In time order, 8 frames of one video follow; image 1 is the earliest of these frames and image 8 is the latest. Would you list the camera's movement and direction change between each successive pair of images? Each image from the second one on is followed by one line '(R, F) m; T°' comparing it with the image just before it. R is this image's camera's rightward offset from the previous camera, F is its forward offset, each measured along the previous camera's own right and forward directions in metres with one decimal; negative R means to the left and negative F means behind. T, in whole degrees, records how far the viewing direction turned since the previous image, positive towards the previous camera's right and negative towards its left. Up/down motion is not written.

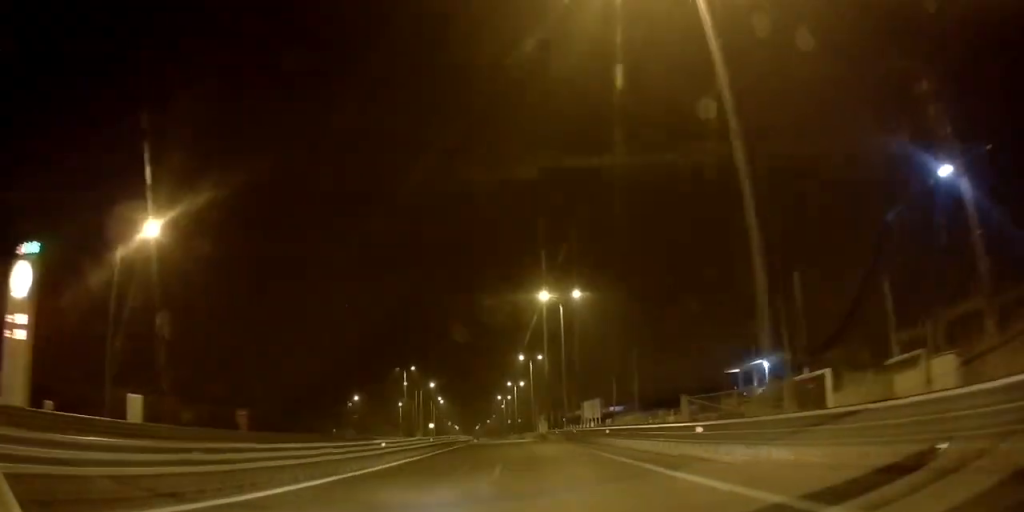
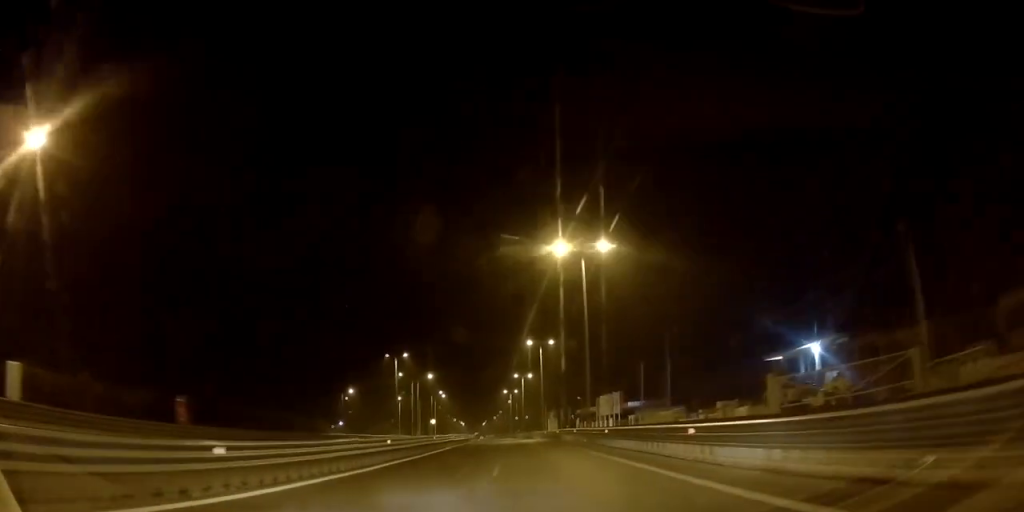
(-0.2, +12.8) m; -1°
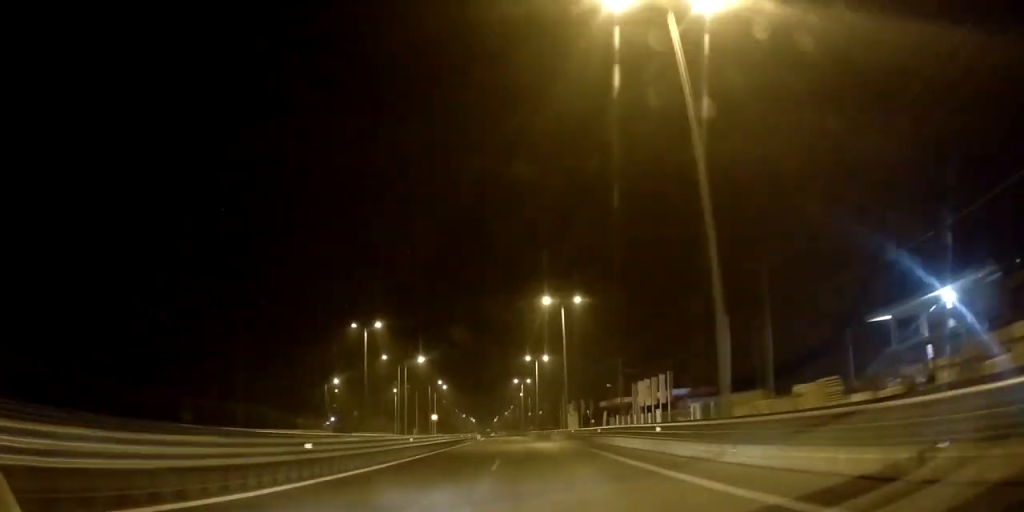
(-0.2, +22.8) m; -1°
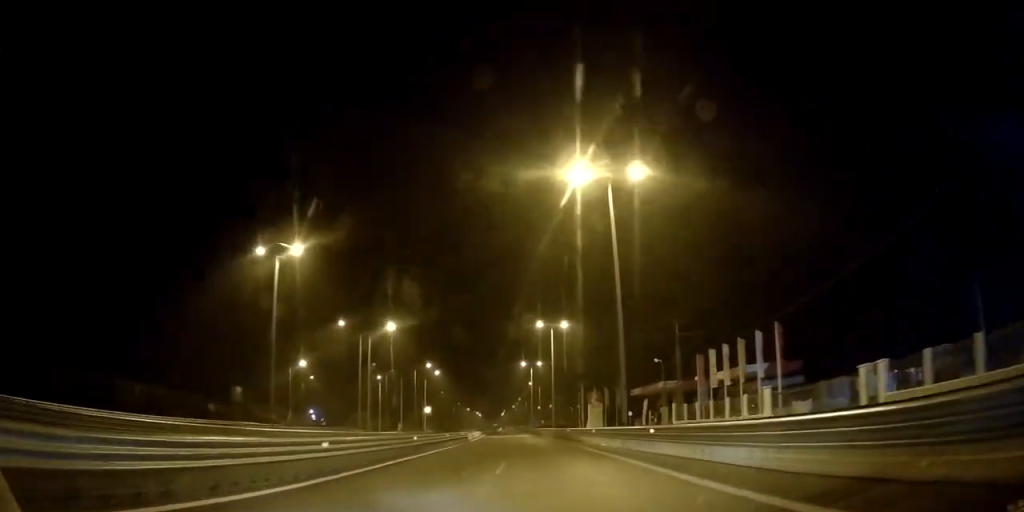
(-0.2, +26.0) m; -1°
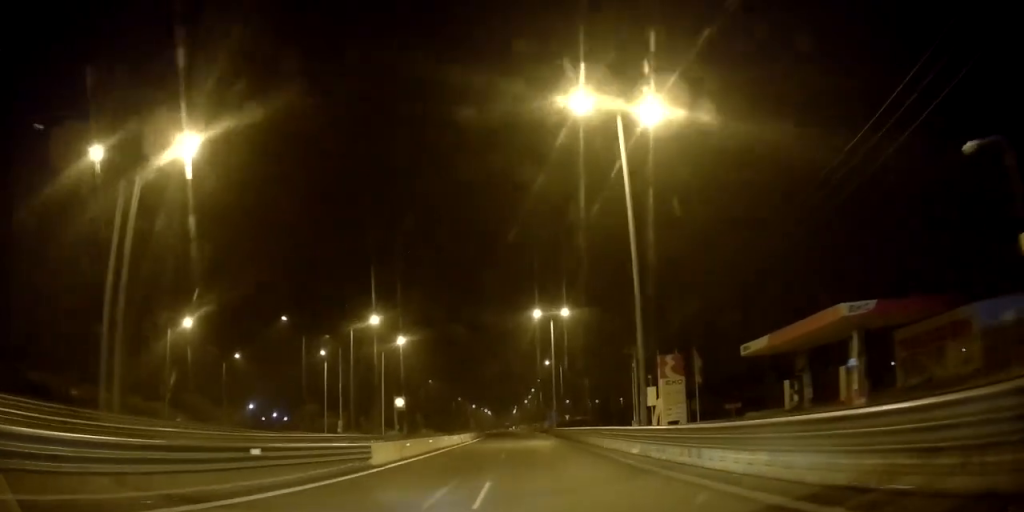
(-0.6, +44.2) m; -2°
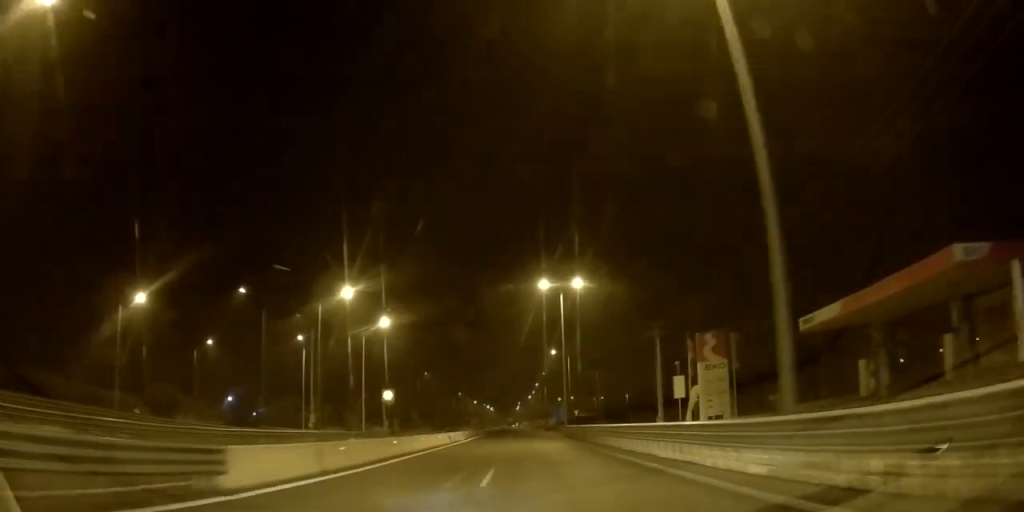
(-0.3, +11.1) m; 0°
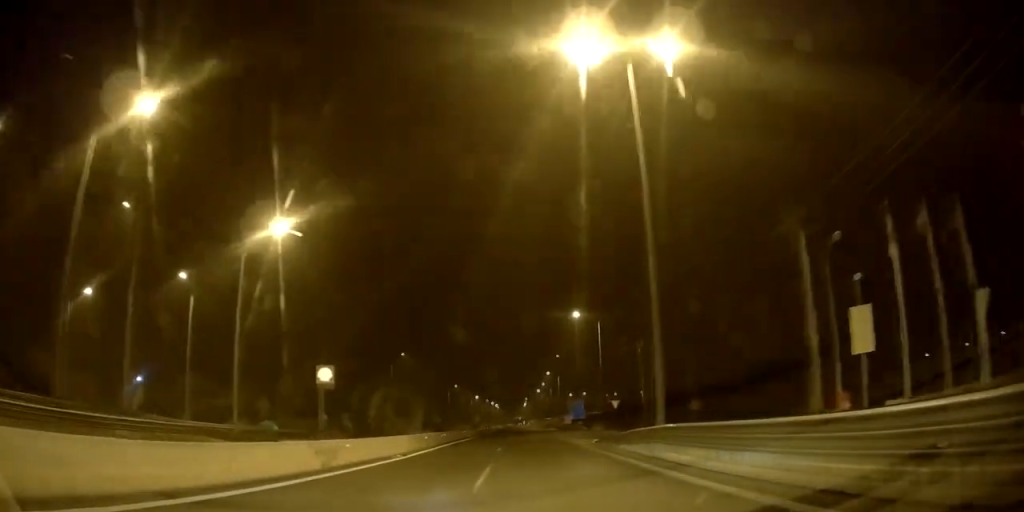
(+0.1, +30.8) m; 0°
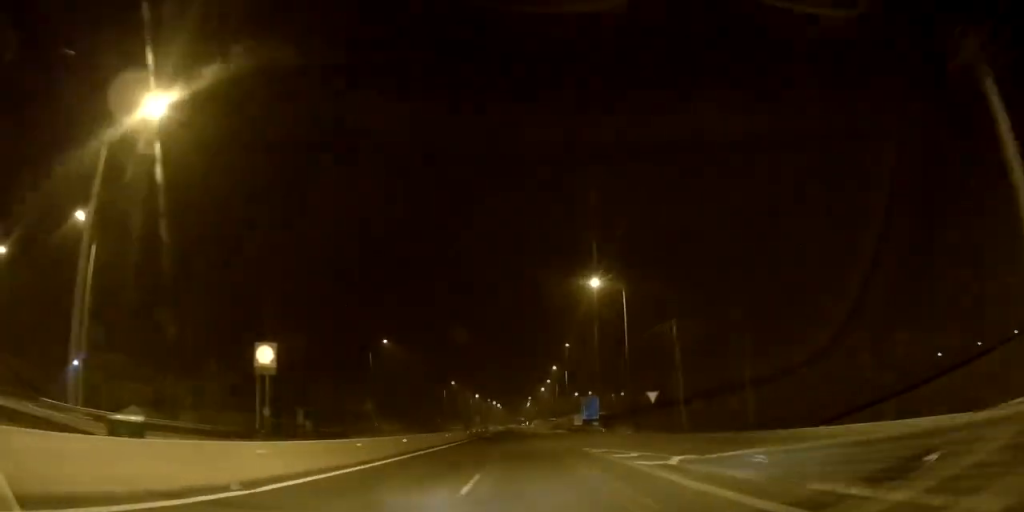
(-0.1, +14.6) m; 0°
